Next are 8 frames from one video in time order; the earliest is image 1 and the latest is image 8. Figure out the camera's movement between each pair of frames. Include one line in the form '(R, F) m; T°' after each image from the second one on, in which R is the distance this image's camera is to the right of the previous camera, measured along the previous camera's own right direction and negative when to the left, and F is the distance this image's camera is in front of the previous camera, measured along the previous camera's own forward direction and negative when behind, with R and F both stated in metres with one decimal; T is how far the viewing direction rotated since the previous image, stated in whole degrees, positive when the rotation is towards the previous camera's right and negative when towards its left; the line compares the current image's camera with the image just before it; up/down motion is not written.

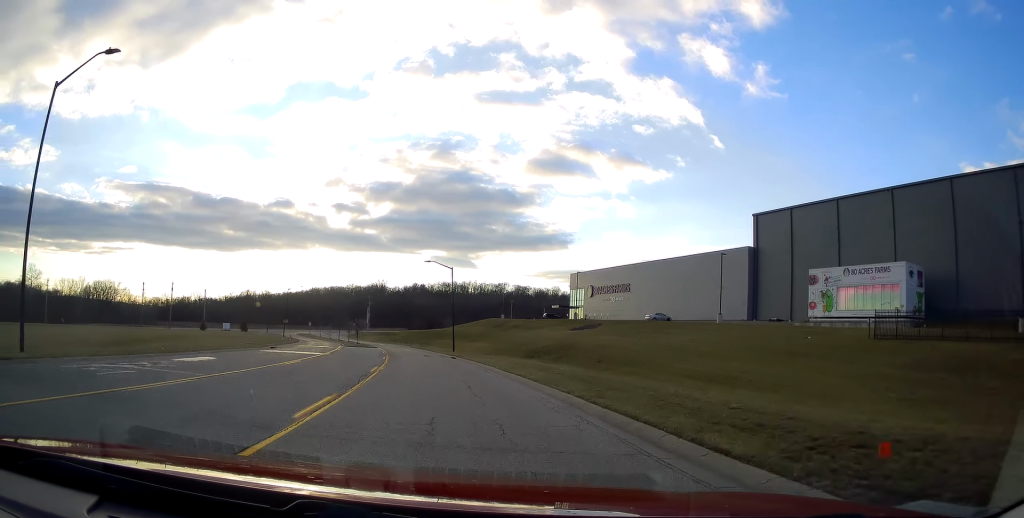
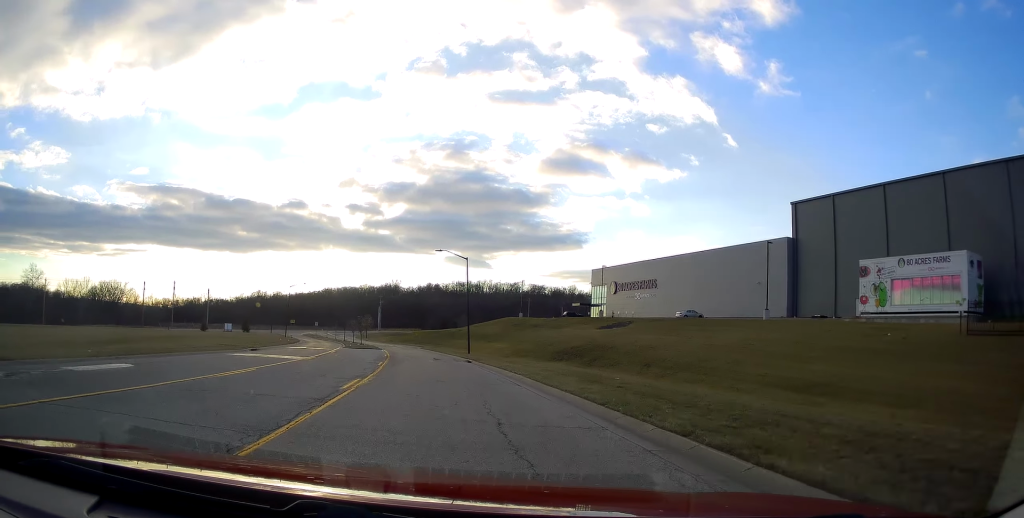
(0.0, +7.0) m; 0°
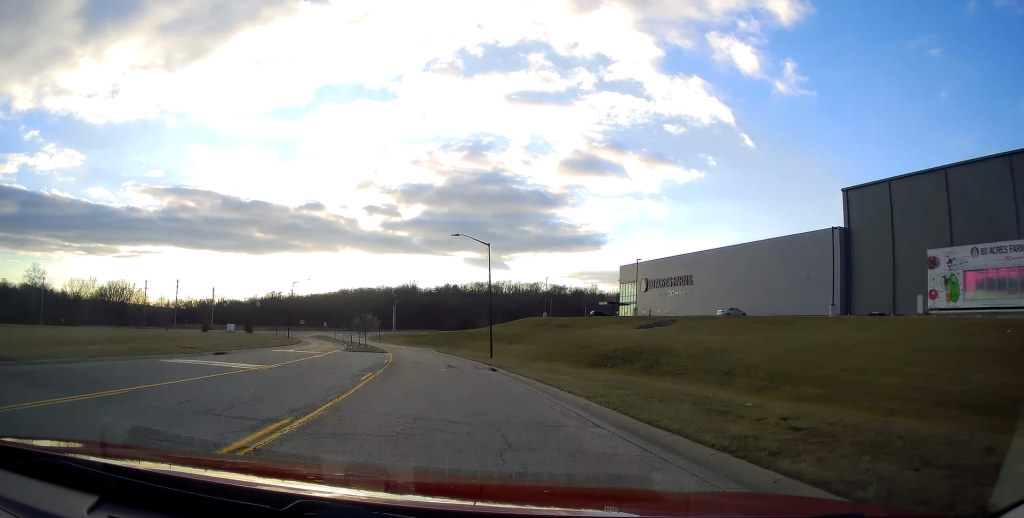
(0.0, +8.2) m; 0°
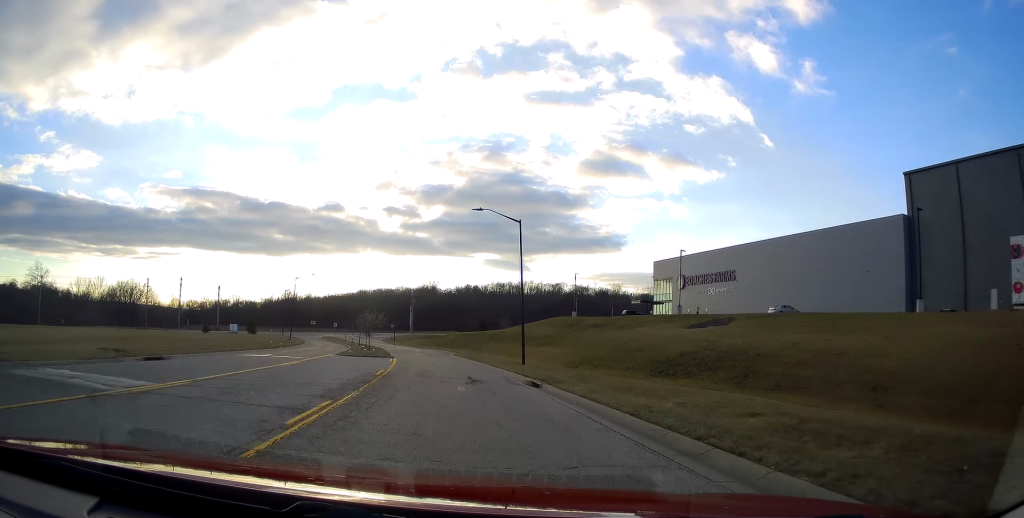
(0.0, +8.7) m; 0°
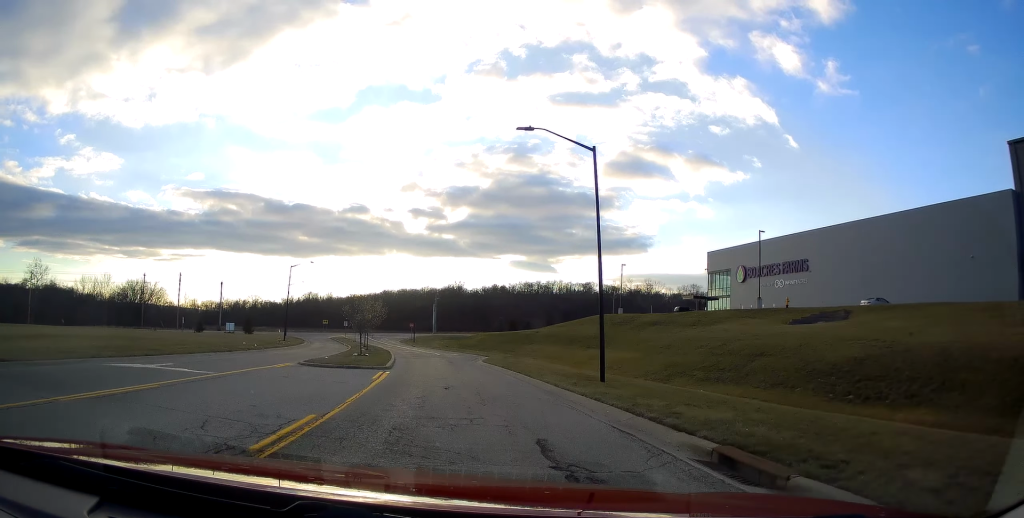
(0.0, +13.7) m; 0°
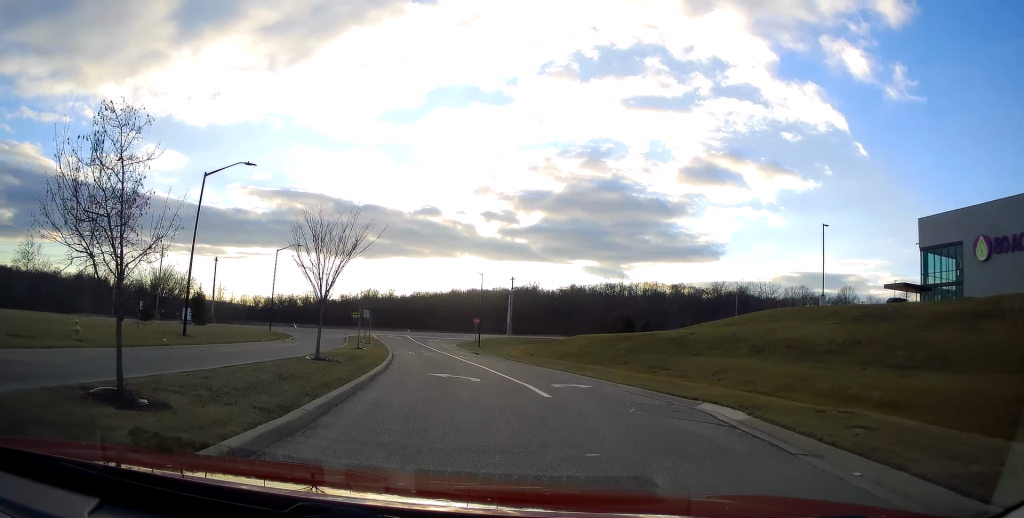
(0.0, +38.2) m; -1°
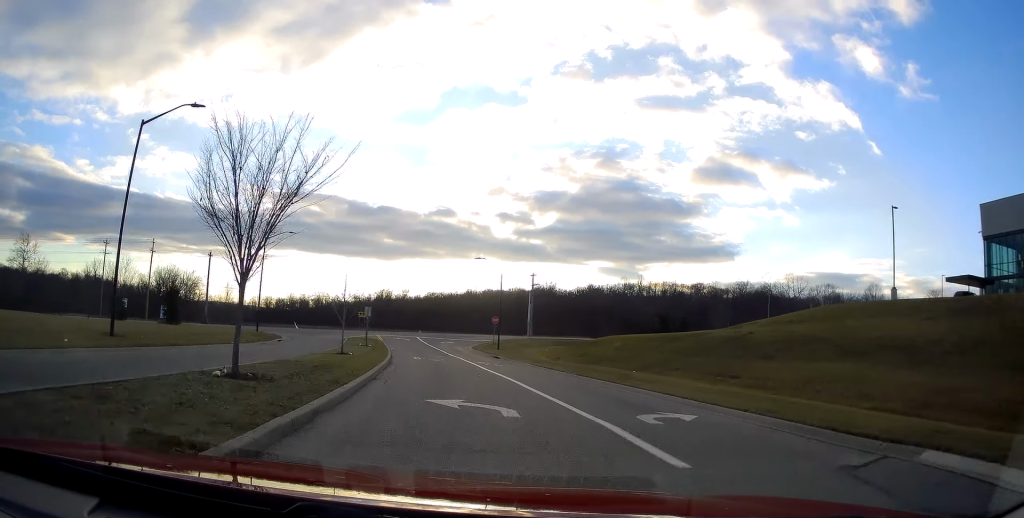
(+0.1, +8.6) m; -3°
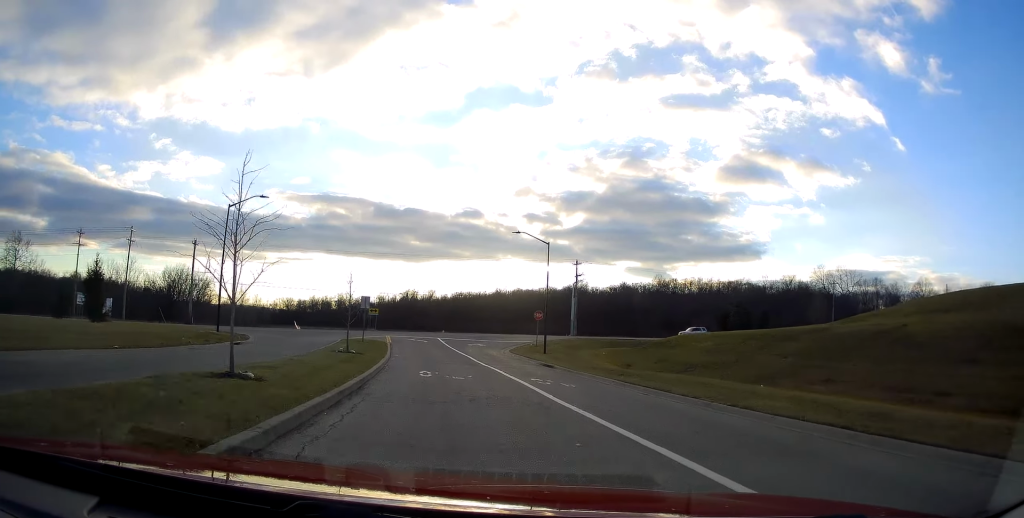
(-1.2, +14.8) m; -6°
